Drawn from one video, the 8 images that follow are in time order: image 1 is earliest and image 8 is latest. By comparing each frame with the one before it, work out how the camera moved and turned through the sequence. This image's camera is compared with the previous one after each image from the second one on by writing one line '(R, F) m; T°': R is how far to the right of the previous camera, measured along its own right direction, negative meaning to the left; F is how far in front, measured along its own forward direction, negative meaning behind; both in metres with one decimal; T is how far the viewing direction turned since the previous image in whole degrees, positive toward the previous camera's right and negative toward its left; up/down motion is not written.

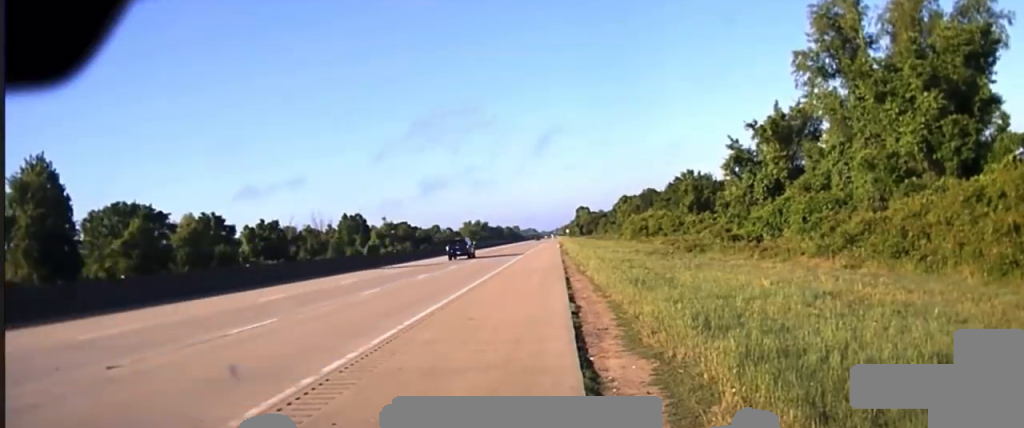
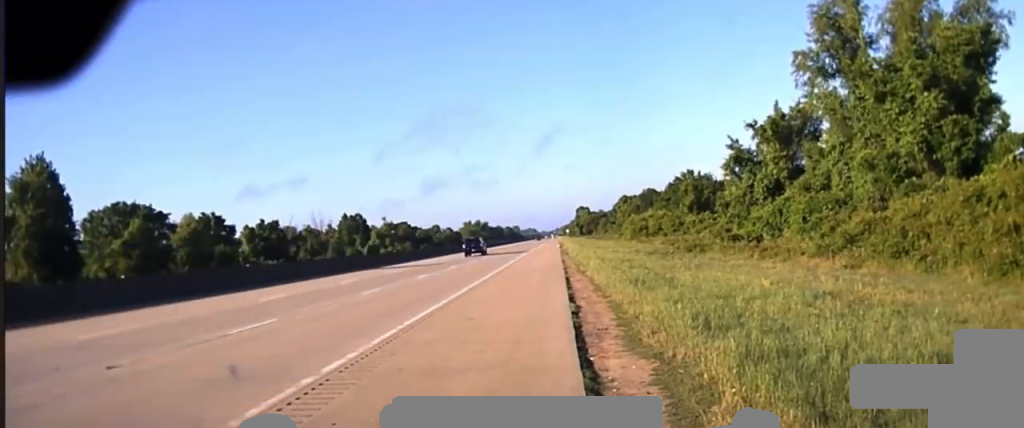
(0.0, 0.0) m; 0°
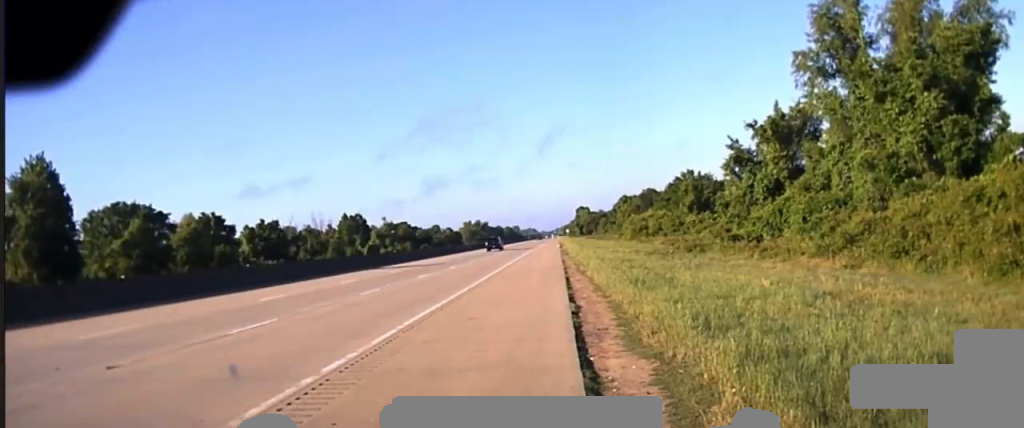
(0.0, 0.0) m; 0°
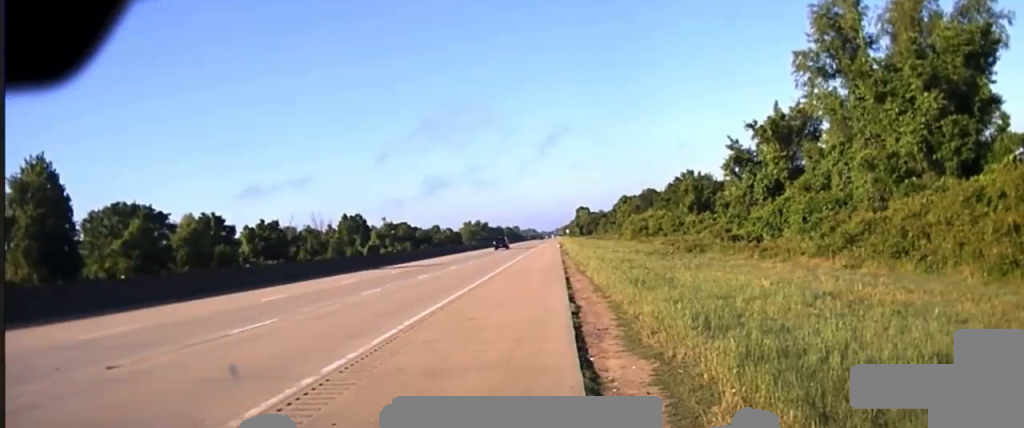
(0.0, 0.0) m; 0°
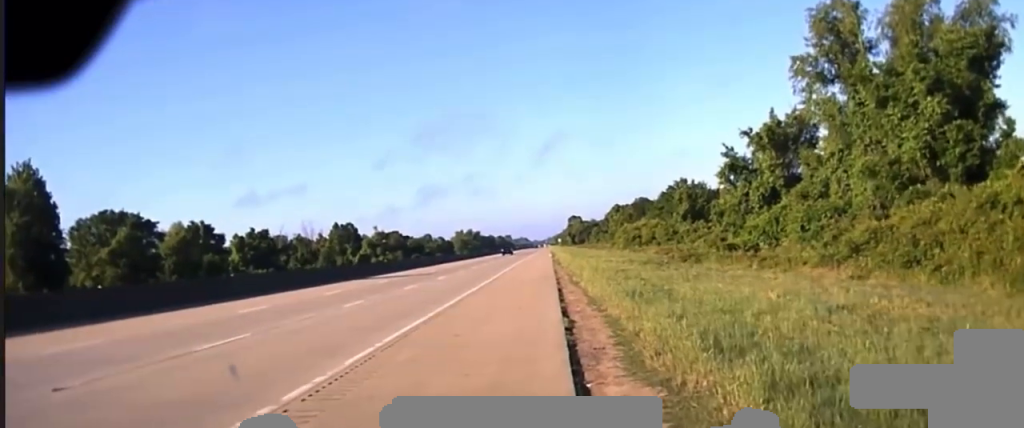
(+0.1, +1.3) m; 0°
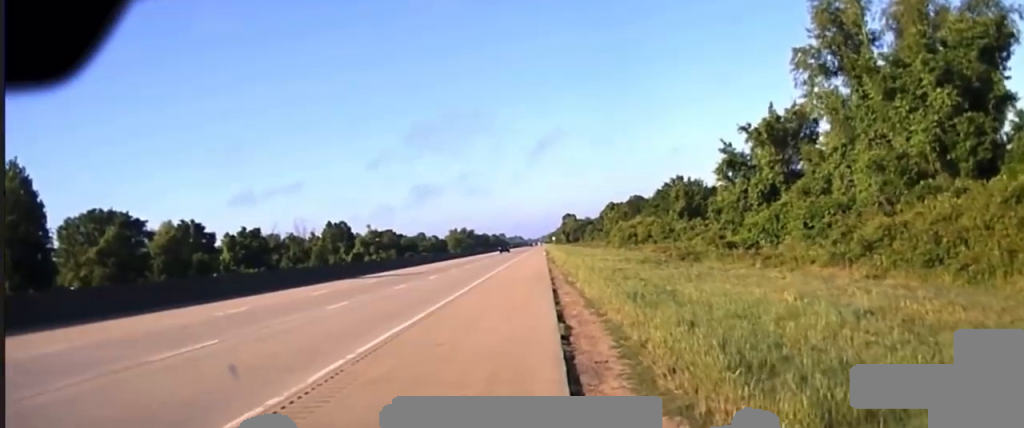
(0.0, +1.4) m; 0°
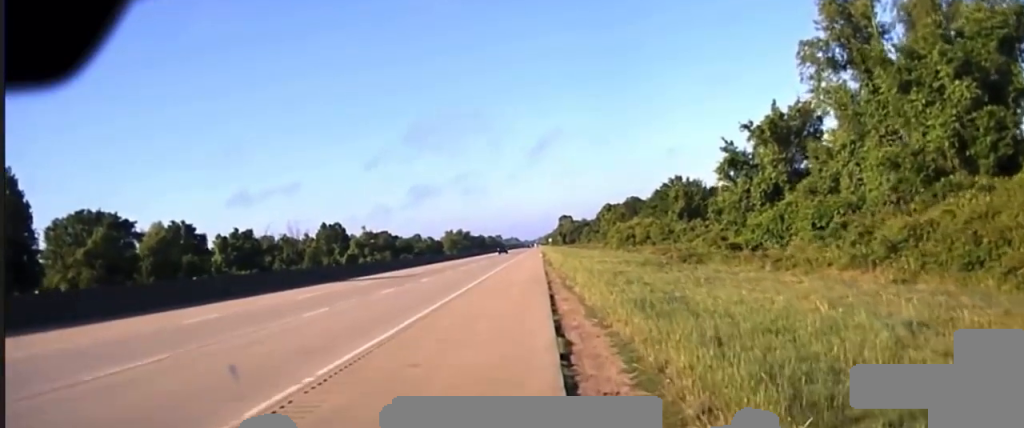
(-0.1, +1.9) m; 0°
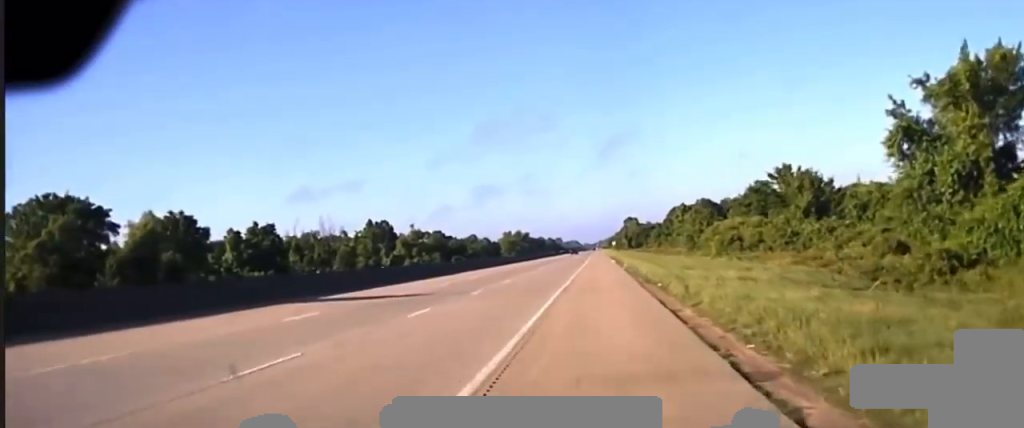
(+0.2, +19.3) m; +1°
